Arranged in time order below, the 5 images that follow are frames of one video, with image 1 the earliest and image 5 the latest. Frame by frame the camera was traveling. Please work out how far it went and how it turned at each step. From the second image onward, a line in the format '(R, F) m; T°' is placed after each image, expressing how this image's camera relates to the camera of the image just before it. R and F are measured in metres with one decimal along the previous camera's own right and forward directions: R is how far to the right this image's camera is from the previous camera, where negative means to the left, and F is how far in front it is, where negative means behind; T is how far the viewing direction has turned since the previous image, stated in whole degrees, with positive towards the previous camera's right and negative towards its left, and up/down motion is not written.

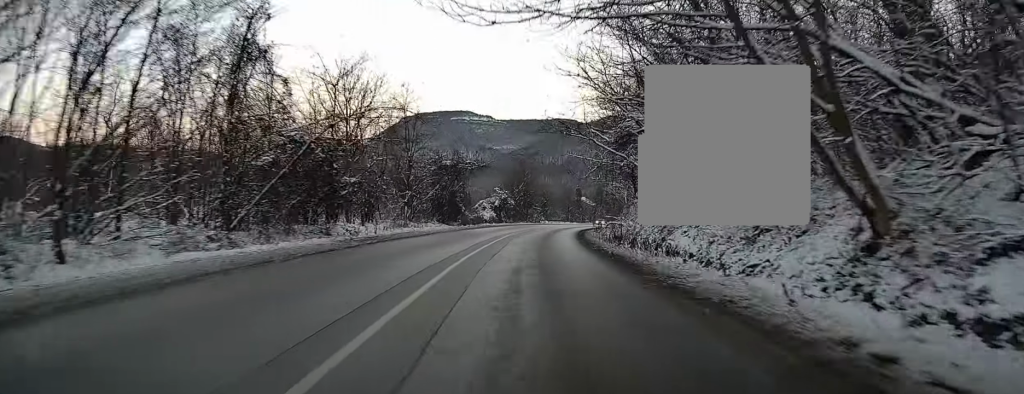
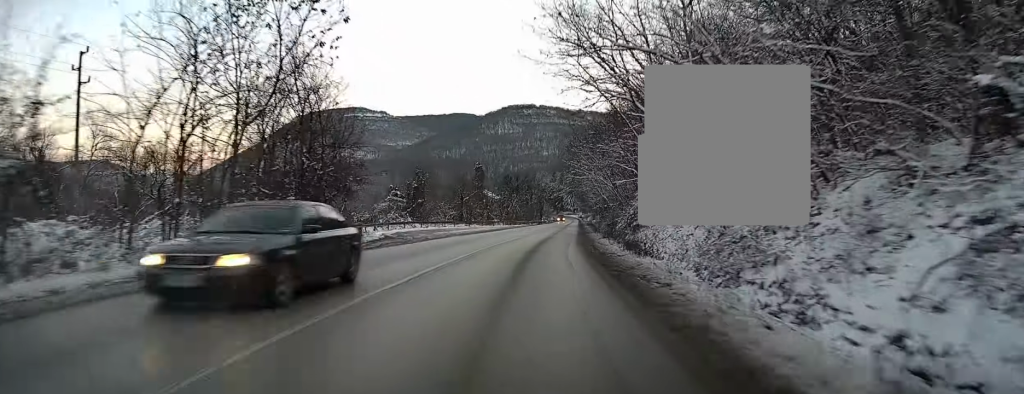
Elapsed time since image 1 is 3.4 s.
(+4.9, +72.2) m; +8°
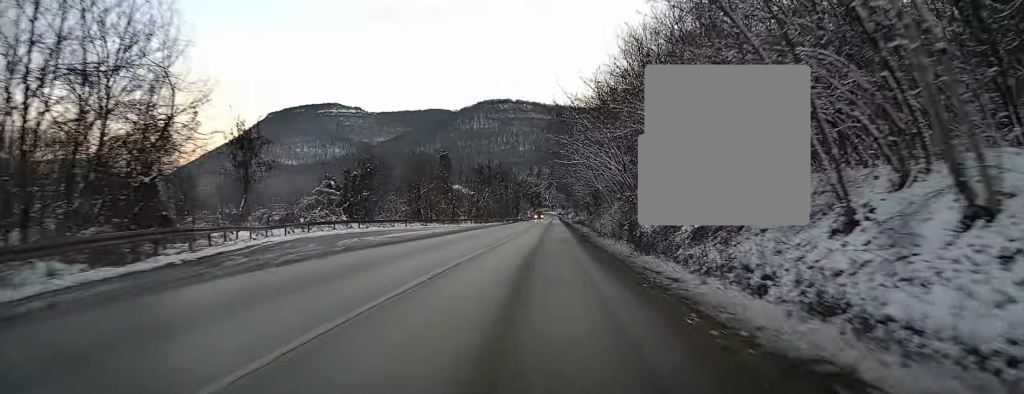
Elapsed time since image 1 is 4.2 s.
(+0.4, +17.7) m; +2°
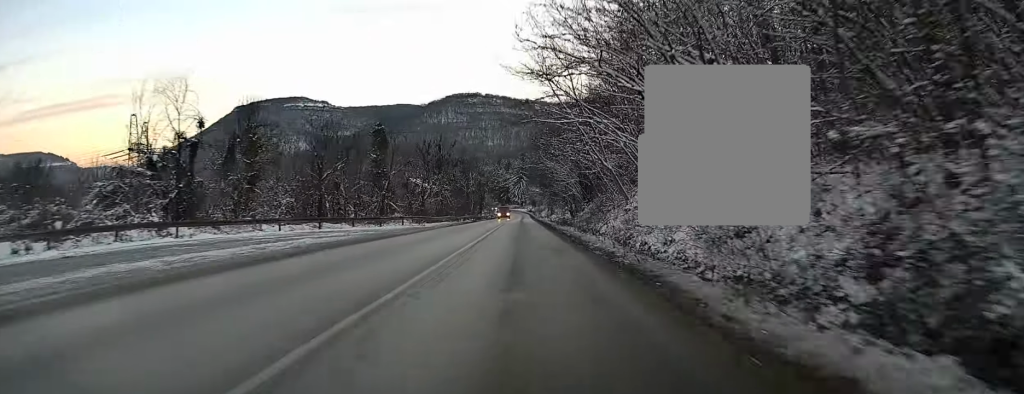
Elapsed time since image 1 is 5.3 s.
(+0.7, +25.2) m; +3°
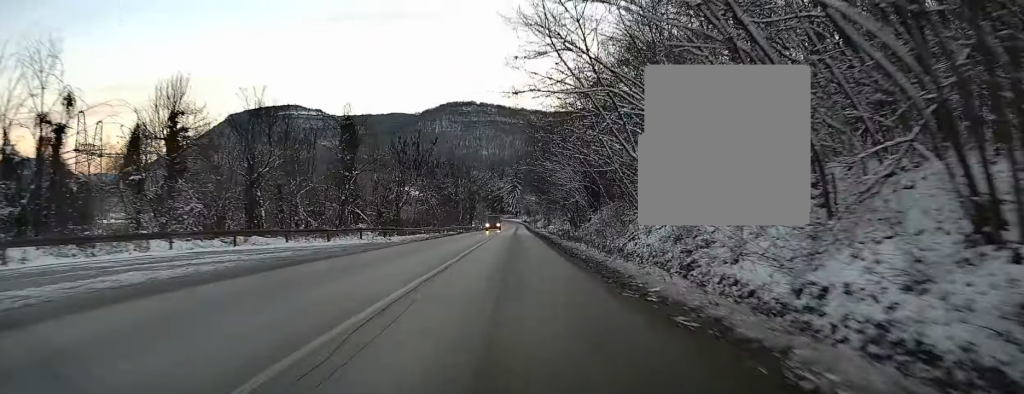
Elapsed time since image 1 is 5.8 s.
(+0.1, +11.1) m; 0°
